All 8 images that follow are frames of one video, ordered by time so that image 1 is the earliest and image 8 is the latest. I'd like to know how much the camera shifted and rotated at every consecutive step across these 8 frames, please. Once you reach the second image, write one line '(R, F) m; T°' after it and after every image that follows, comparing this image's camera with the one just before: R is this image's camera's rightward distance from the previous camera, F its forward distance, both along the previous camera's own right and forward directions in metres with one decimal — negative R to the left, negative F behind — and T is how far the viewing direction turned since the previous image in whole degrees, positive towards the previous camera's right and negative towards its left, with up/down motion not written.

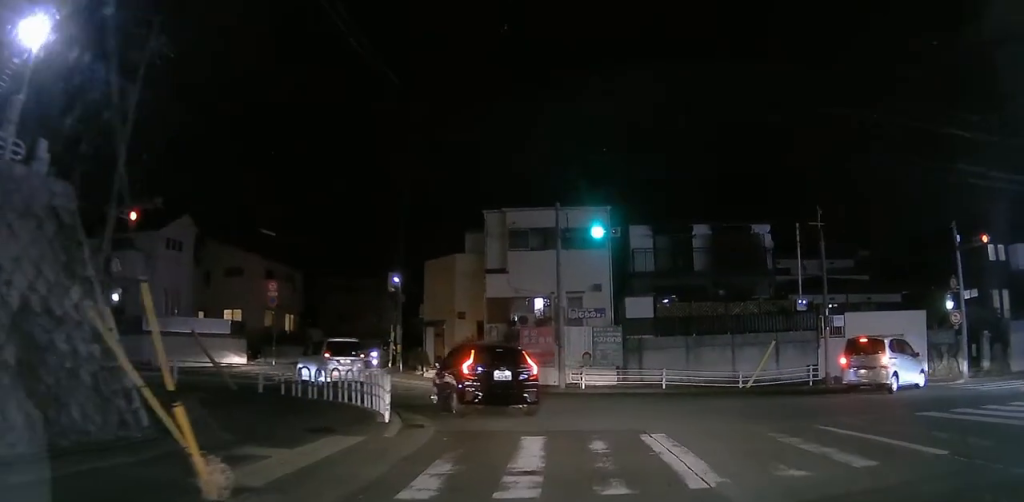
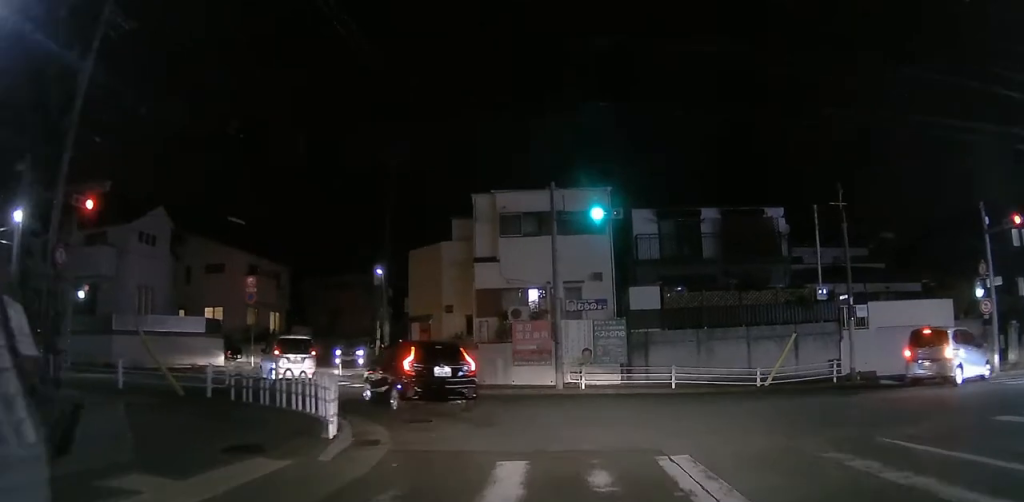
(0.0, +2.0) m; -3°
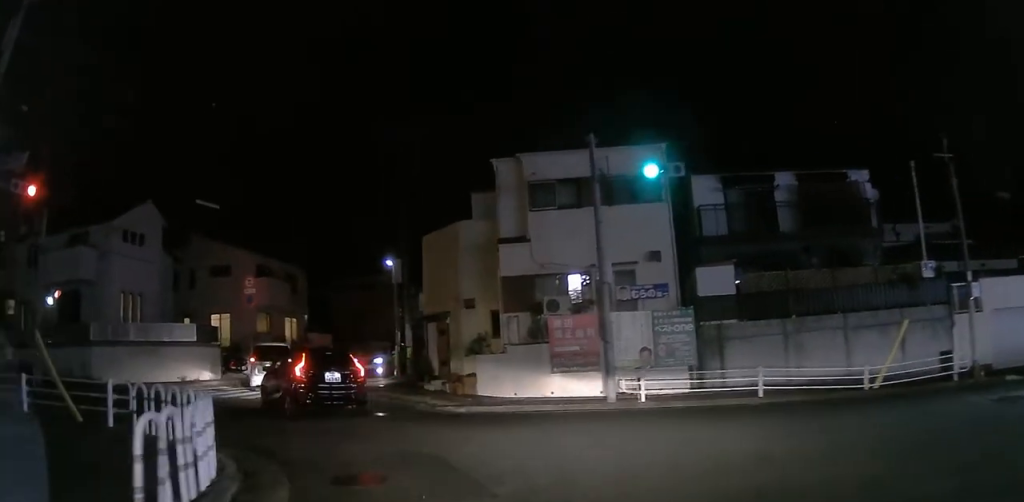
(-0.3, +4.1) m; -13°
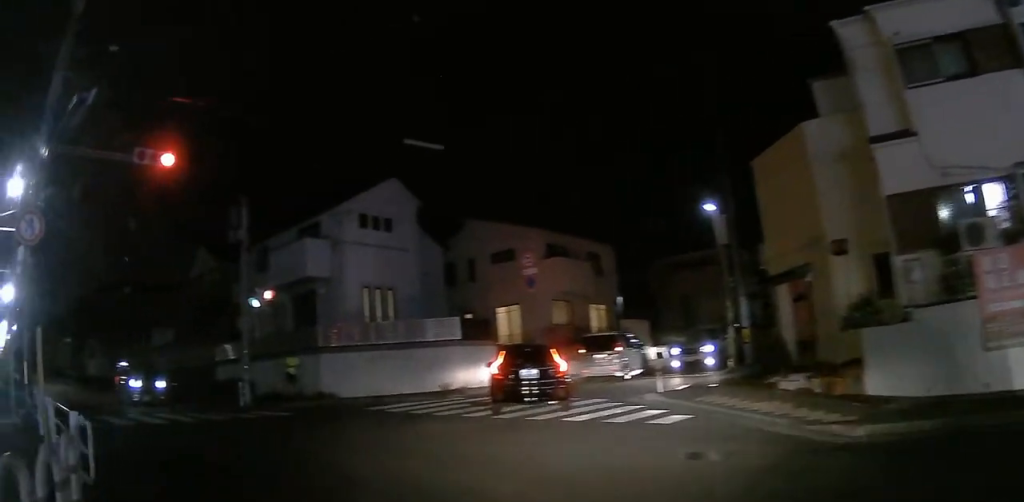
(-1.6, +6.5) m; -28°
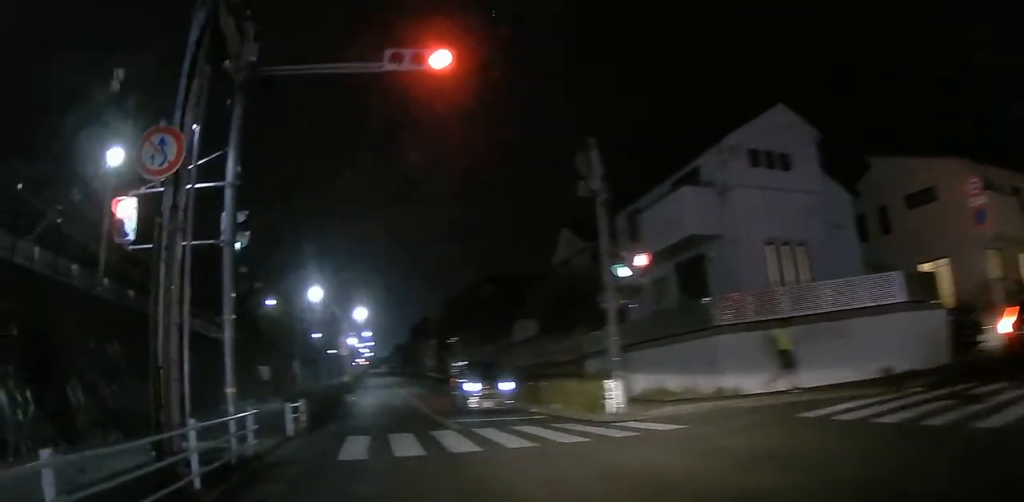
(-1.2, +6.0) m; -22°
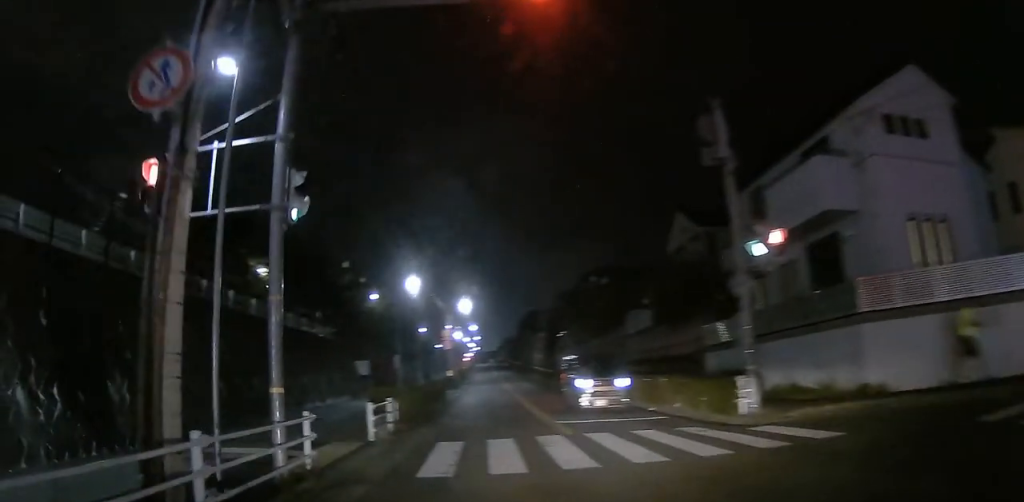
(-0.2, +2.3) m; -4°
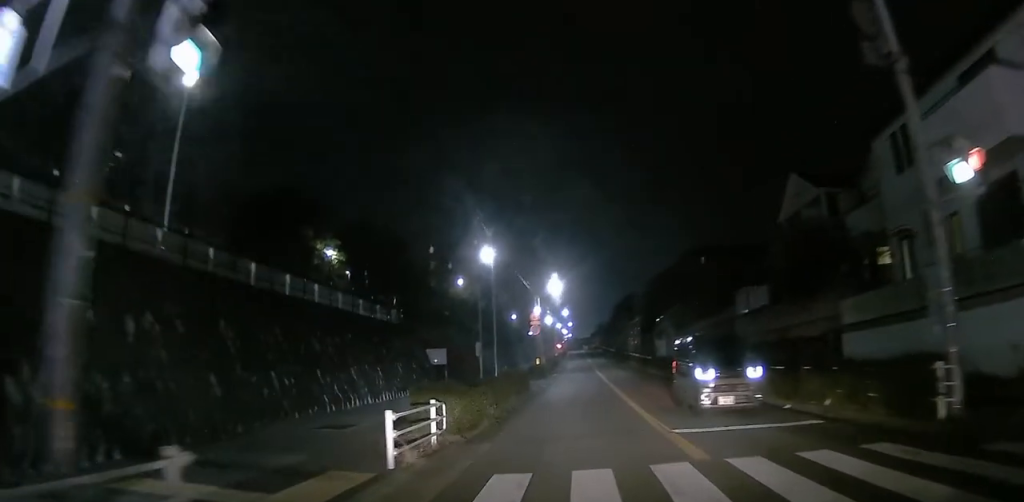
(-0.3, +4.7) m; -6°
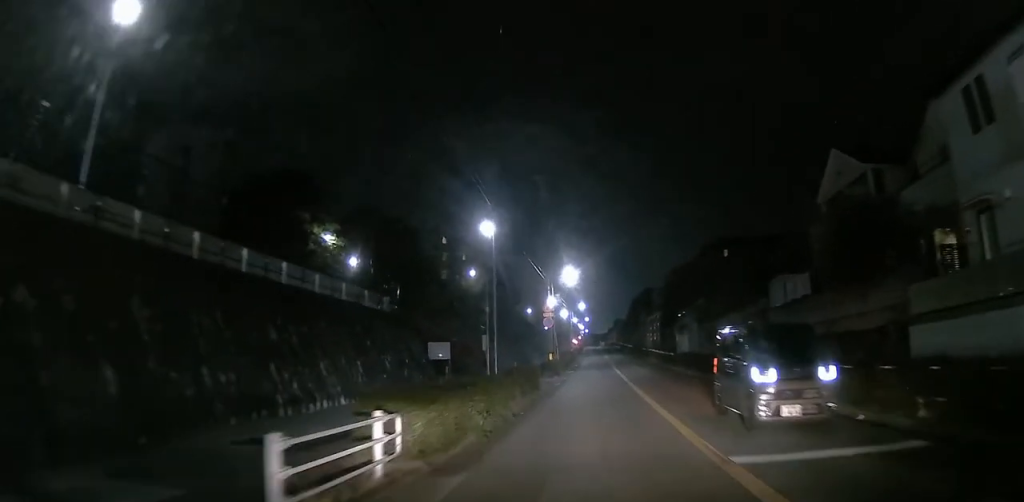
(-0.1, +3.5) m; -3°
